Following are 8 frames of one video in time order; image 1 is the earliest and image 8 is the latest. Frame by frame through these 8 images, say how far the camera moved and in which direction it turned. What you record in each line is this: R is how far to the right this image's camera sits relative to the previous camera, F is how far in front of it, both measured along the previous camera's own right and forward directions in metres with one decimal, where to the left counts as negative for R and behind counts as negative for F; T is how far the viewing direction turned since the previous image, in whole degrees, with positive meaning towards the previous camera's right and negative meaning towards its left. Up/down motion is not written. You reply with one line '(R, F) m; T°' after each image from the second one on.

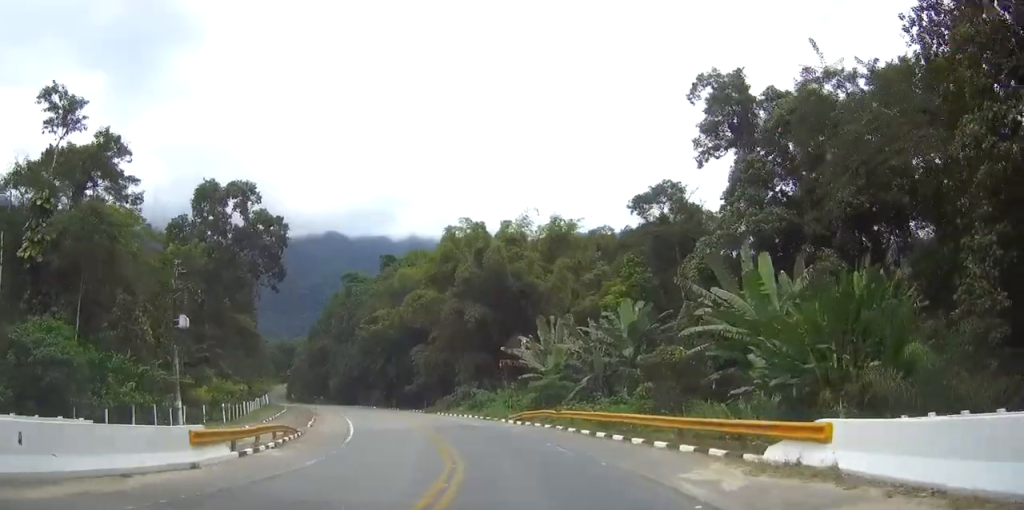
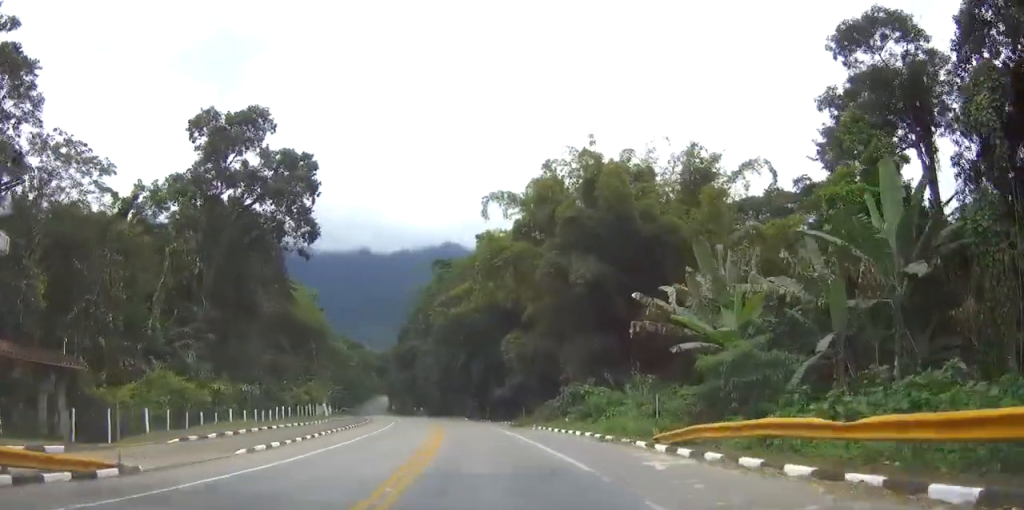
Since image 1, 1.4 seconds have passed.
(-2.3, +23.5) m; -9°
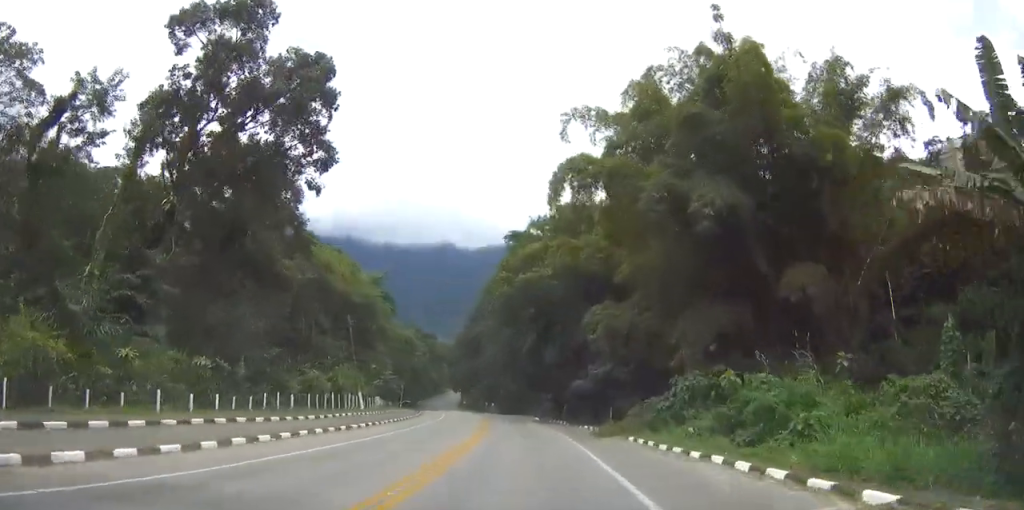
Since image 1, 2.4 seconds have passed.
(-0.7, +16.2) m; -3°
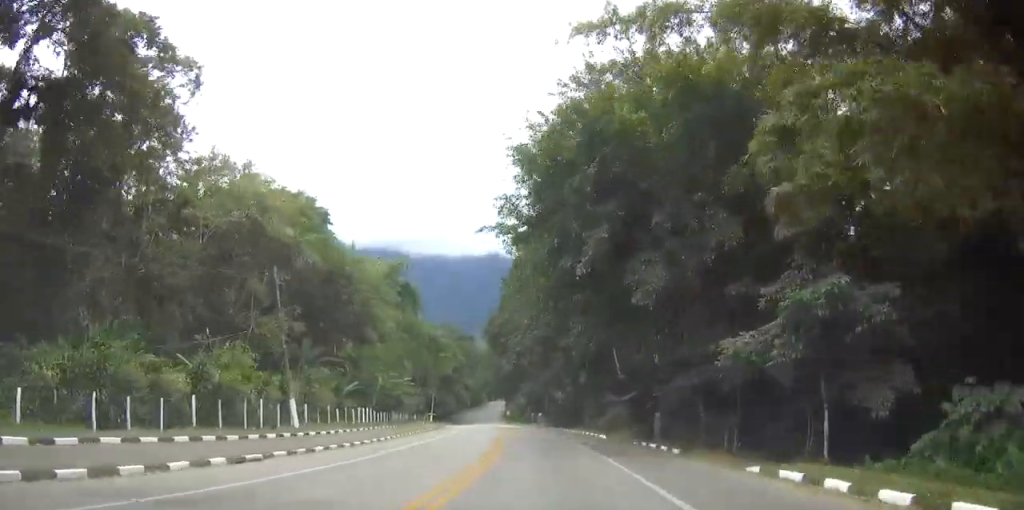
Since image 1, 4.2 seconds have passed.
(-0.8, +29.8) m; -3°
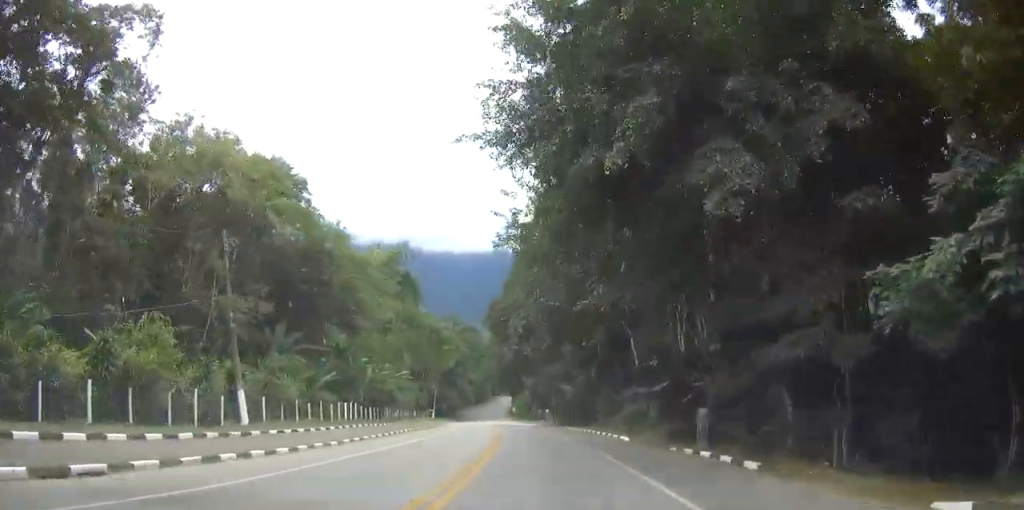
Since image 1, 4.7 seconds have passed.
(-0.2, +7.9) m; -1°
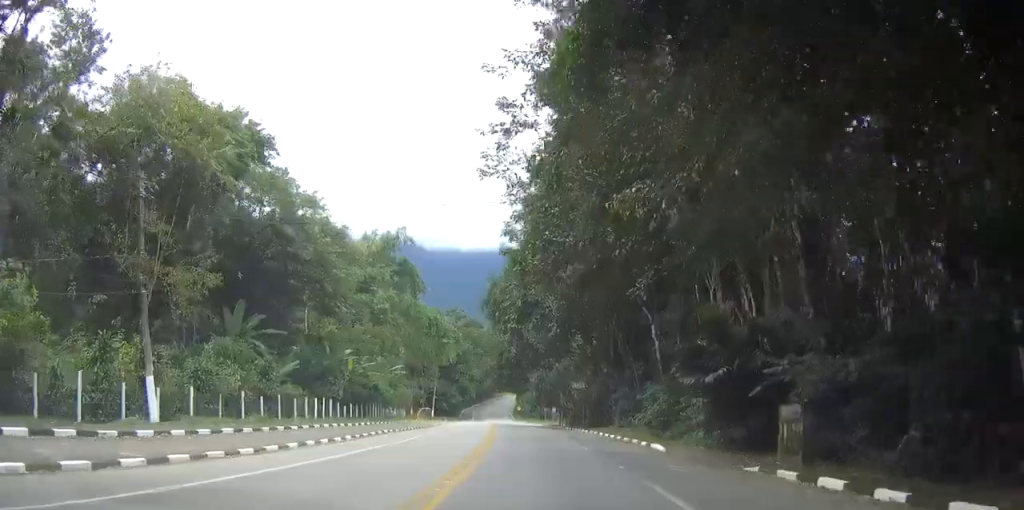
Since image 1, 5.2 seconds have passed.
(-0.1, +8.6) m; -1°
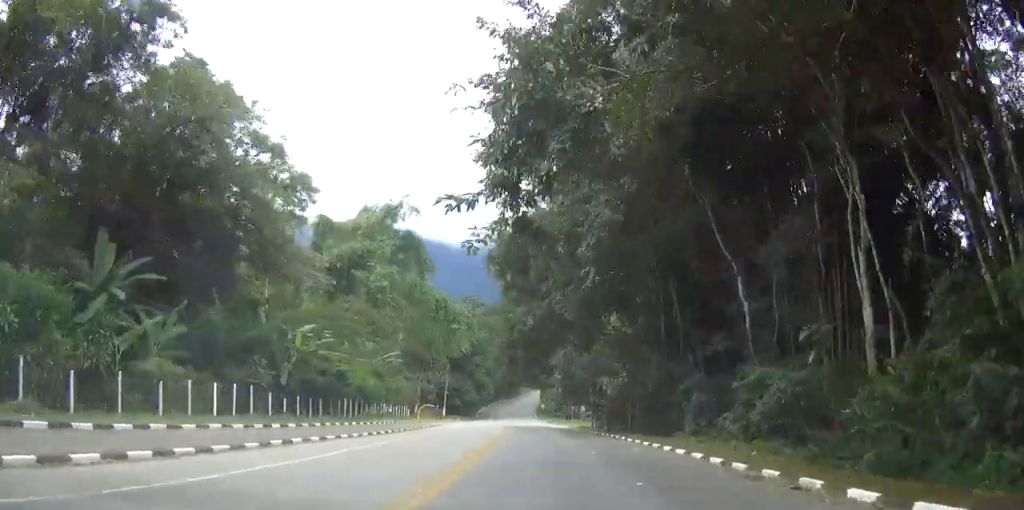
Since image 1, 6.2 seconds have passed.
(-0.1, +17.9) m; -1°
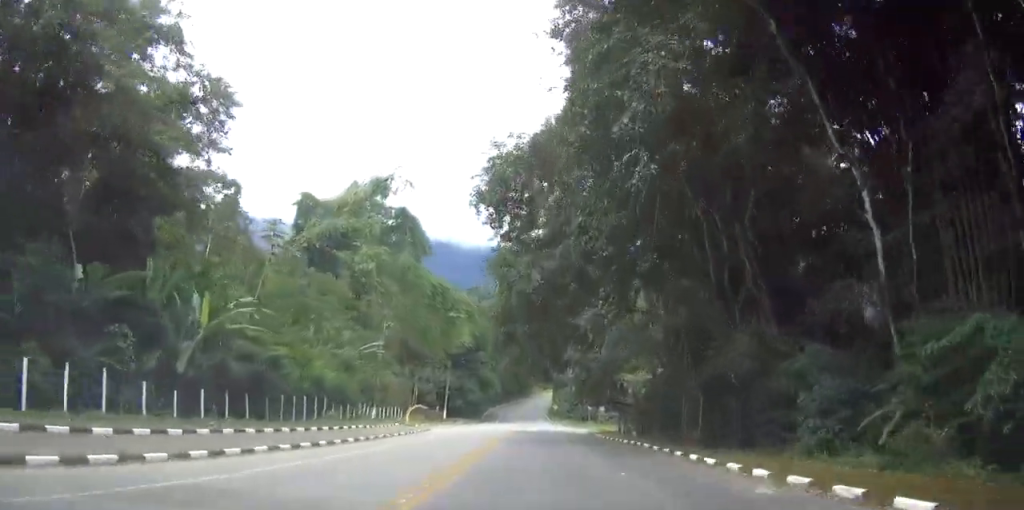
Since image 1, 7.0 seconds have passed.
(-0.2, +13.6) m; -1°
